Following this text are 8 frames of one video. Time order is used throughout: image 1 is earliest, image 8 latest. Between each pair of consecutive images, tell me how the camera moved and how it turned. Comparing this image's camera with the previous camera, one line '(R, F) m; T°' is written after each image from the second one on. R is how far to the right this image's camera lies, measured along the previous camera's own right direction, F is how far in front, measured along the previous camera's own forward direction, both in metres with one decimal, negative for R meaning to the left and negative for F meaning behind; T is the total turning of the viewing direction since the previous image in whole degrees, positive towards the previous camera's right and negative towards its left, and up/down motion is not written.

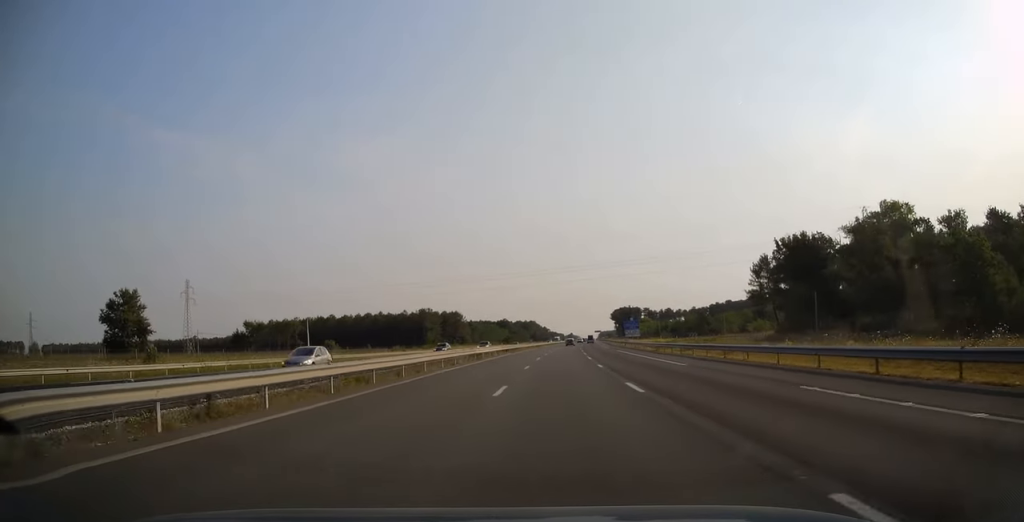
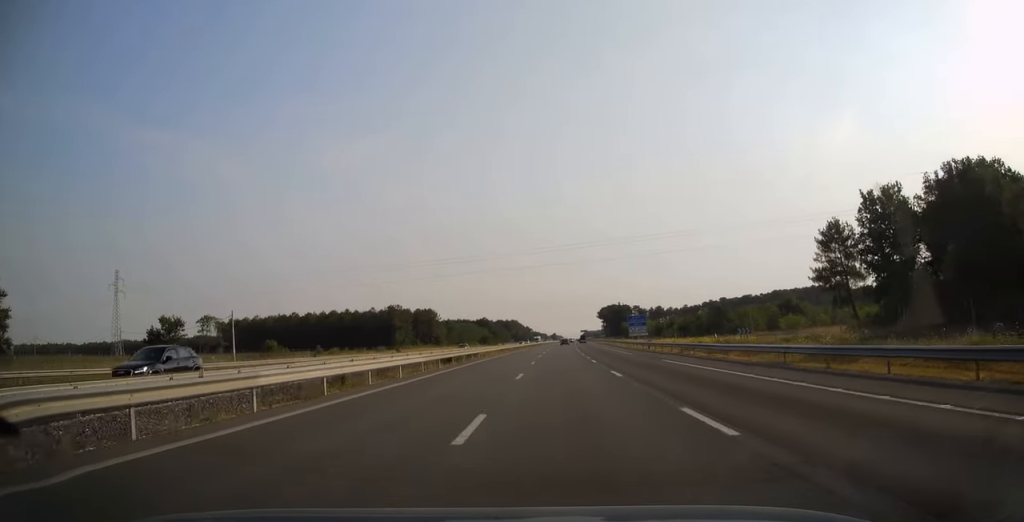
(+0.4, +32.8) m; +1°
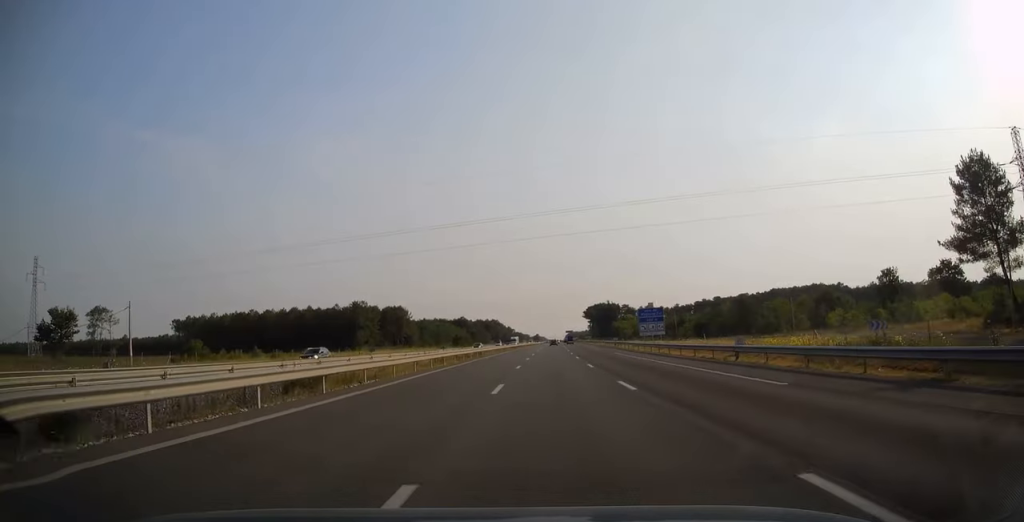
(+0.5, +31.4) m; +2°
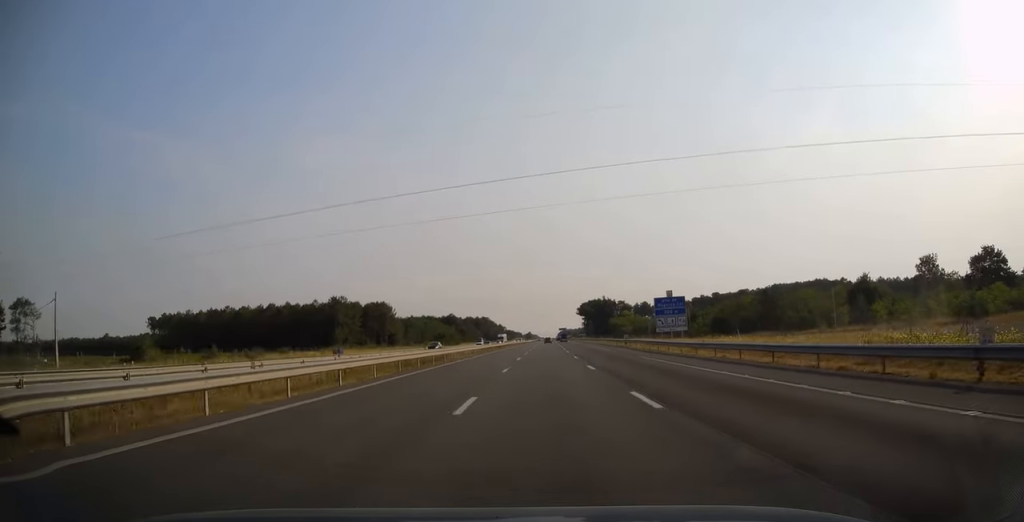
(+0.2, +17.6) m; +1°
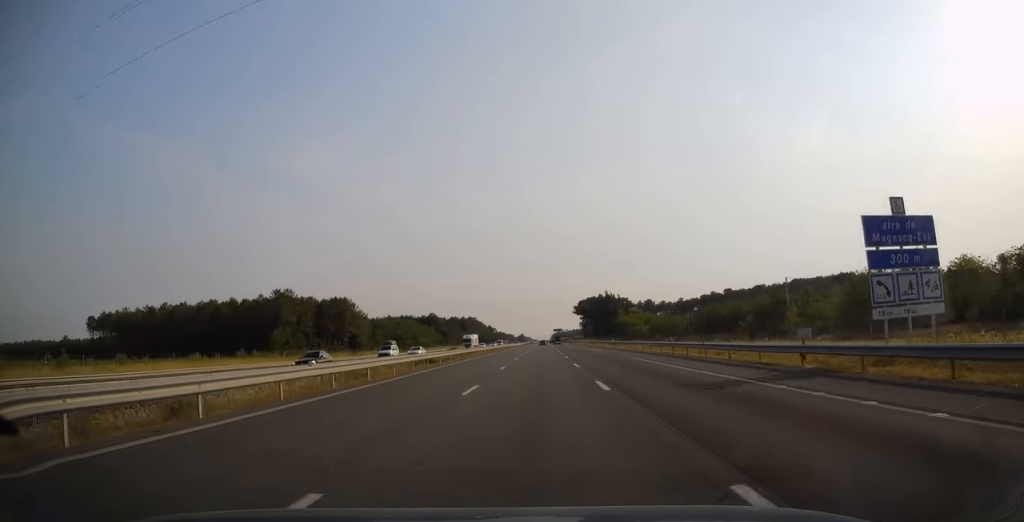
(+0.1, +47.6) m; 0°
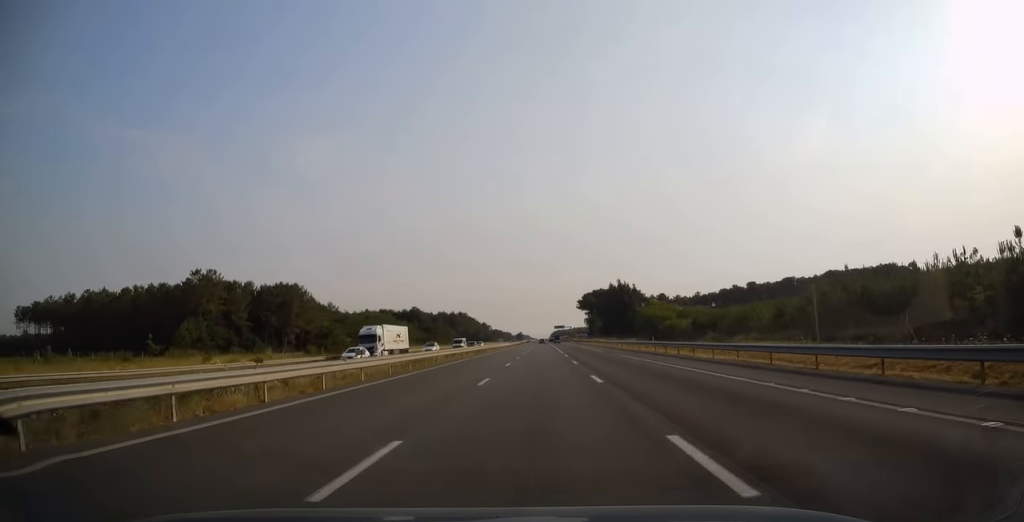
(+0.1, +49.2) m; 0°
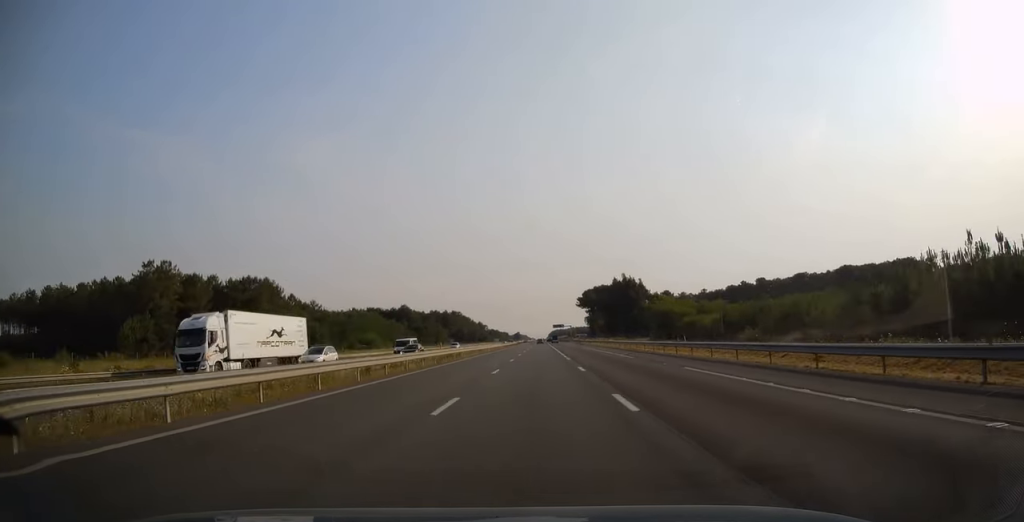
(0.0, +20.2) m; 0°
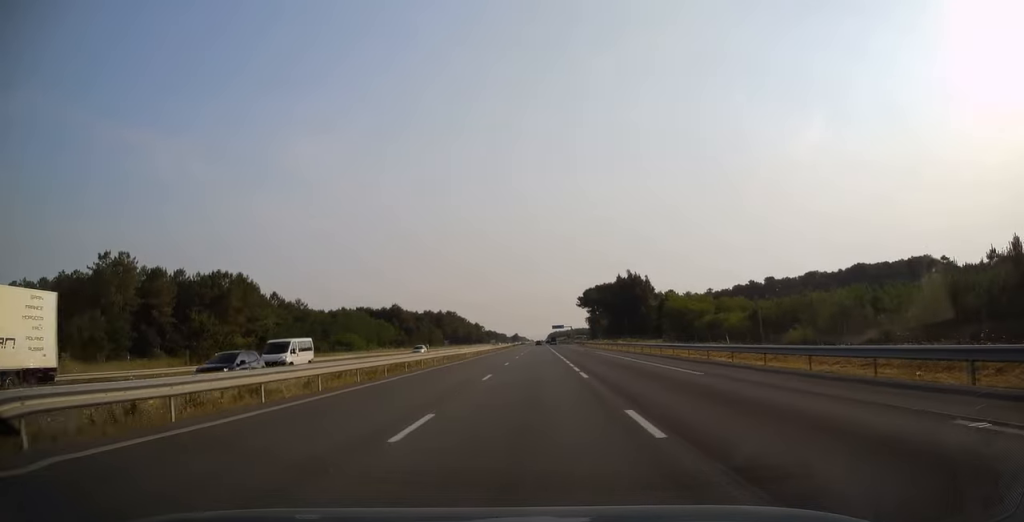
(0.0, +15.8) m; 0°
